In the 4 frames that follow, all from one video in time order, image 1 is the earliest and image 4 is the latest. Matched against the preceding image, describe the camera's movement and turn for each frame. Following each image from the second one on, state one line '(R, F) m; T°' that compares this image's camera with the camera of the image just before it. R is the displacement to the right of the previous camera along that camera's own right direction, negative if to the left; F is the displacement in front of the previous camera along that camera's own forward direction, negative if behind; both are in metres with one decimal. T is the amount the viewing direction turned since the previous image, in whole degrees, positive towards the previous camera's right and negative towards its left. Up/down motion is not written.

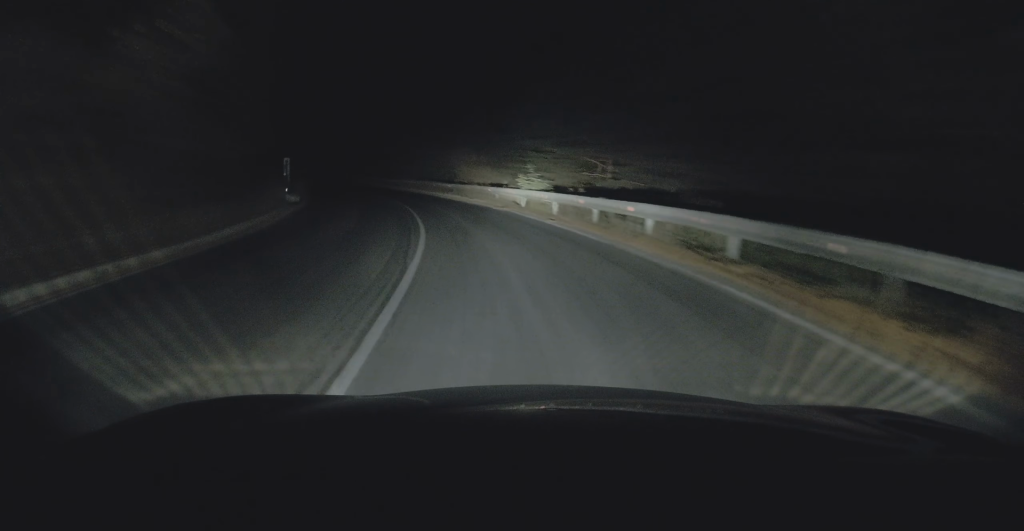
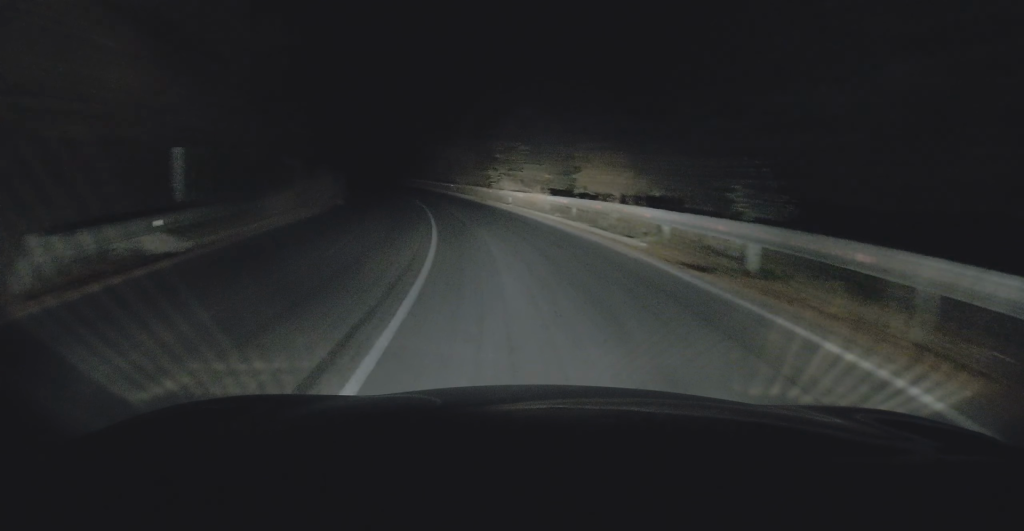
(-1.3, +16.0) m; -9°
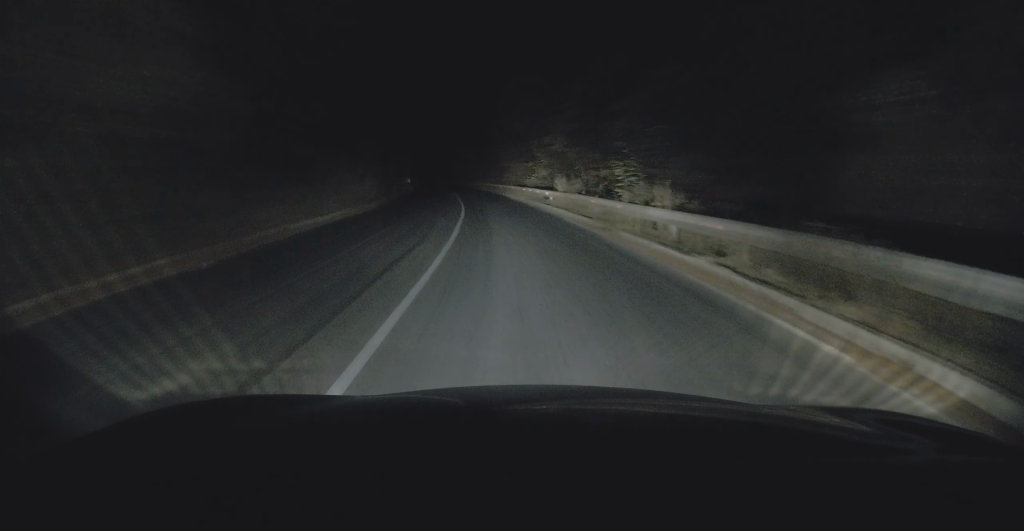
(-1.8, +19.3) m; -11°
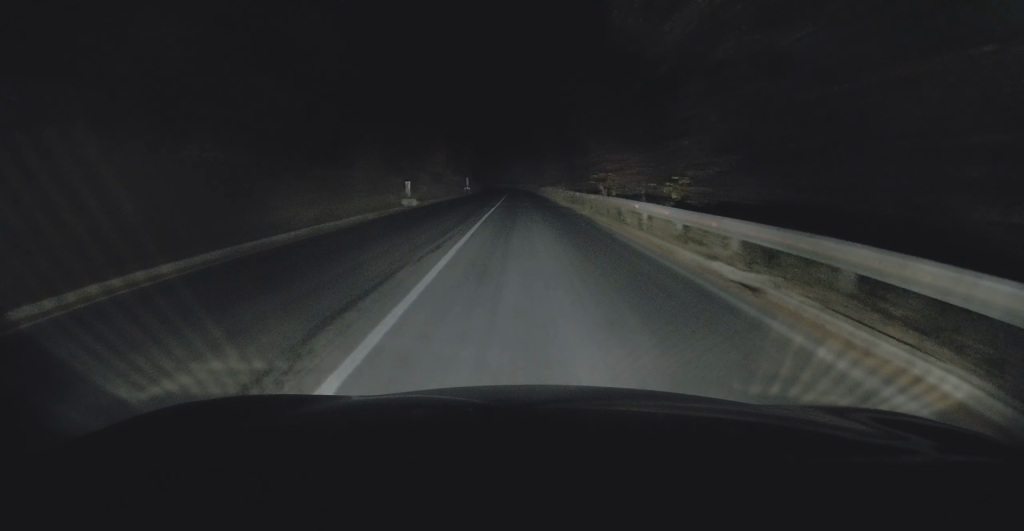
(-4.4, +35.5) m; -9°
